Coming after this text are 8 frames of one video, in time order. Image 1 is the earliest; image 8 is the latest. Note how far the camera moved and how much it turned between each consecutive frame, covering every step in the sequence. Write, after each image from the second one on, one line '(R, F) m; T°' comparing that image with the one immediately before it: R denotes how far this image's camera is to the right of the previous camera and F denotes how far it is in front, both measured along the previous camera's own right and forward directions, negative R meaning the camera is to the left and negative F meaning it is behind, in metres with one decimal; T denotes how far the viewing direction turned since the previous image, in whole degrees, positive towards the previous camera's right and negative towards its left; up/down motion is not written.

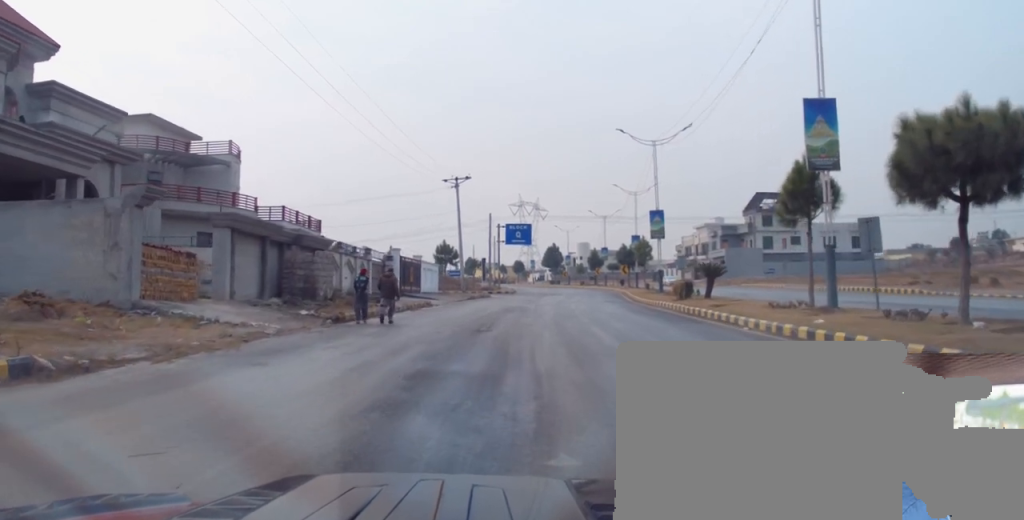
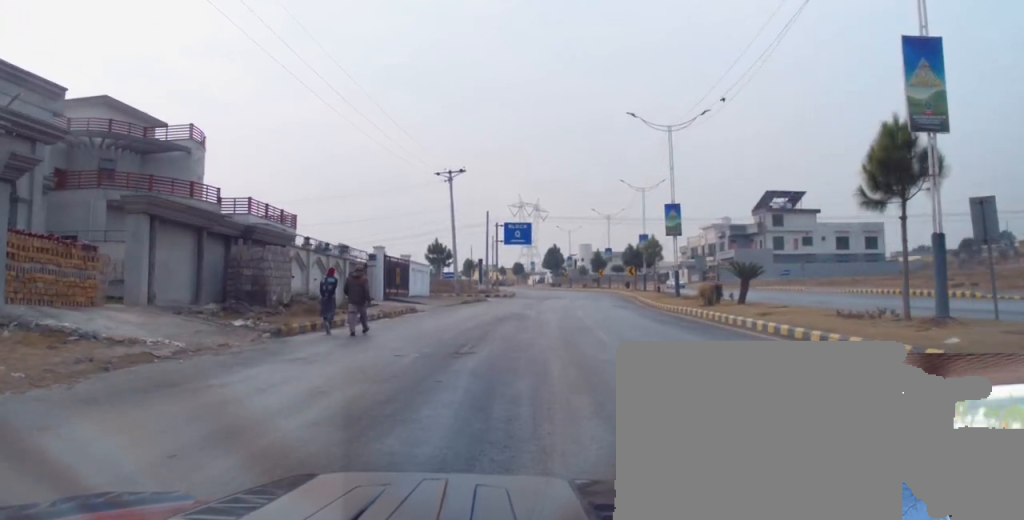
(0.0, +5.2) m; +2°
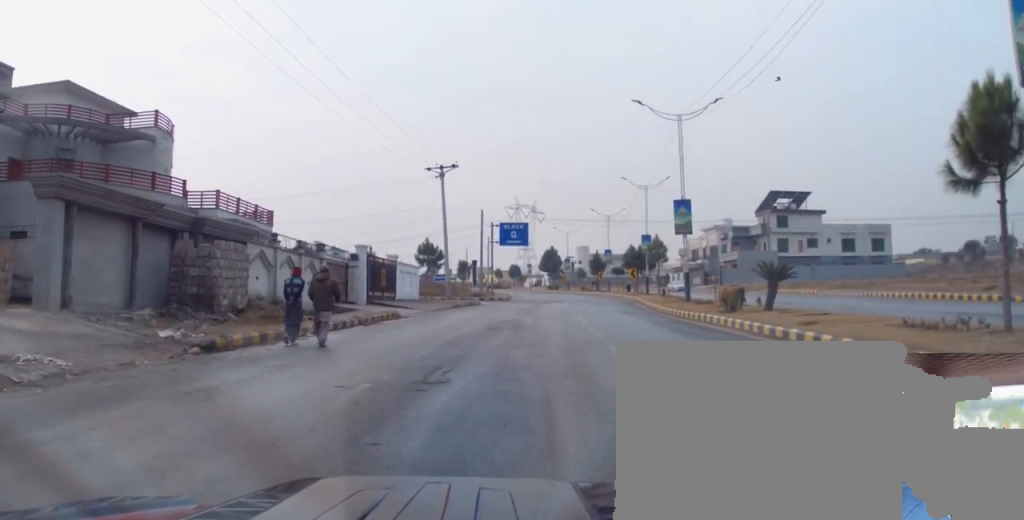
(+0.3, +3.6) m; 0°
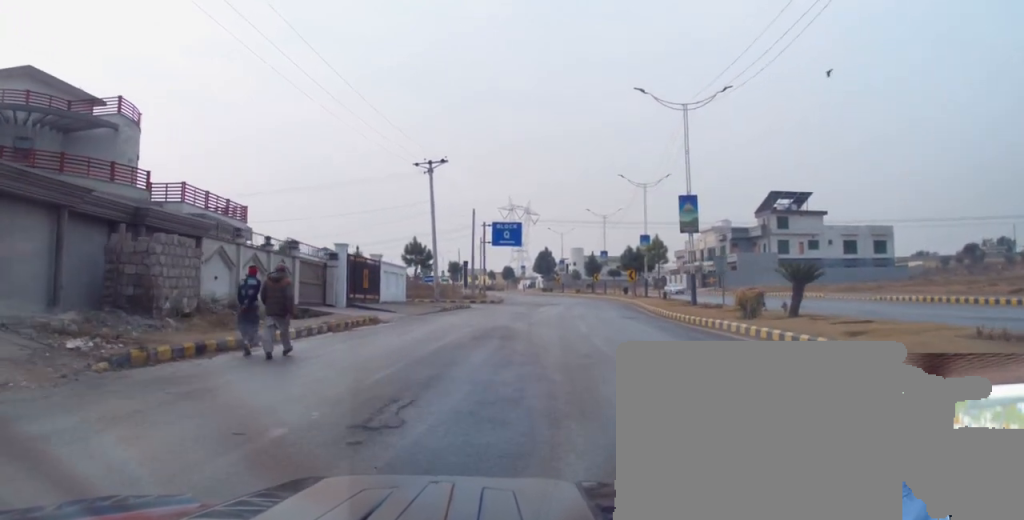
(0.0, +2.9) m; 0°
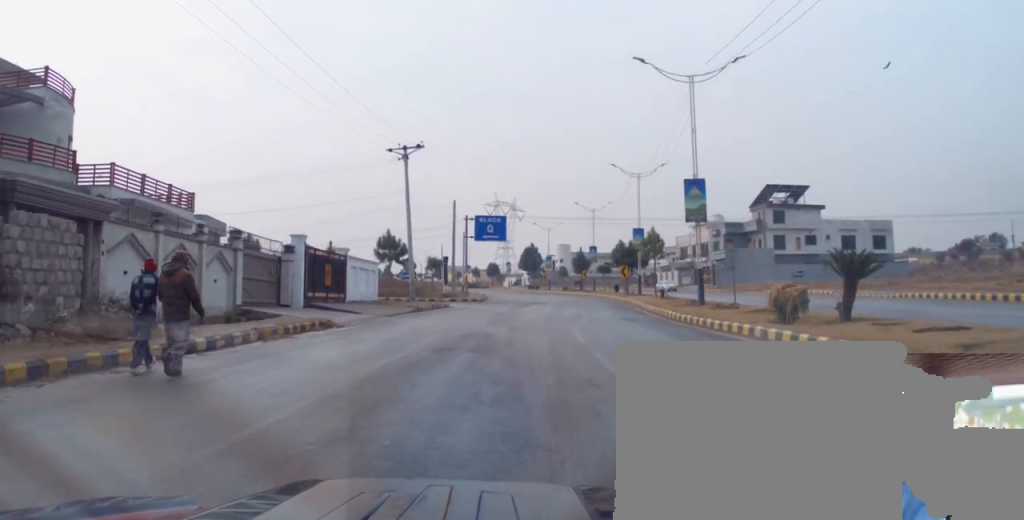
(-0.4, +4.6) m; 0°
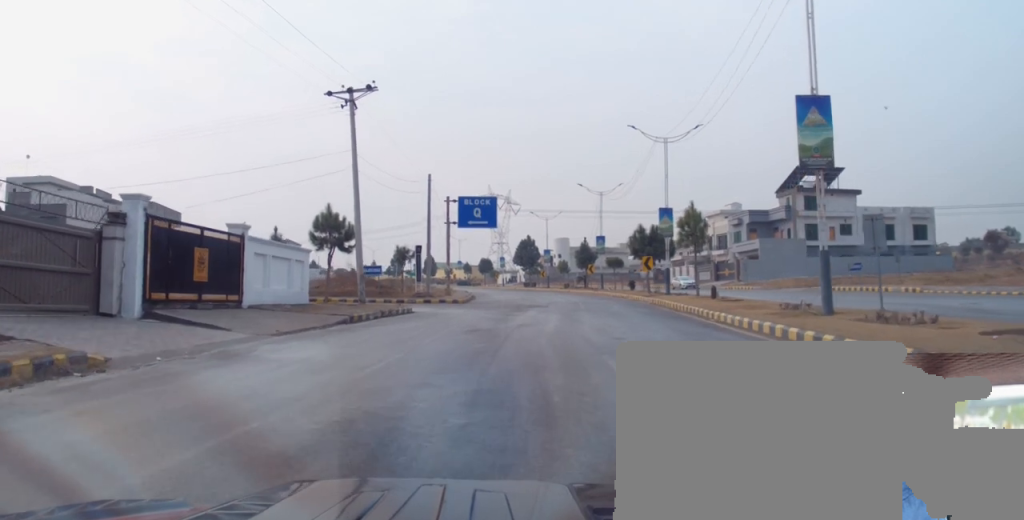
(+0.1, +13.8) m; 0°
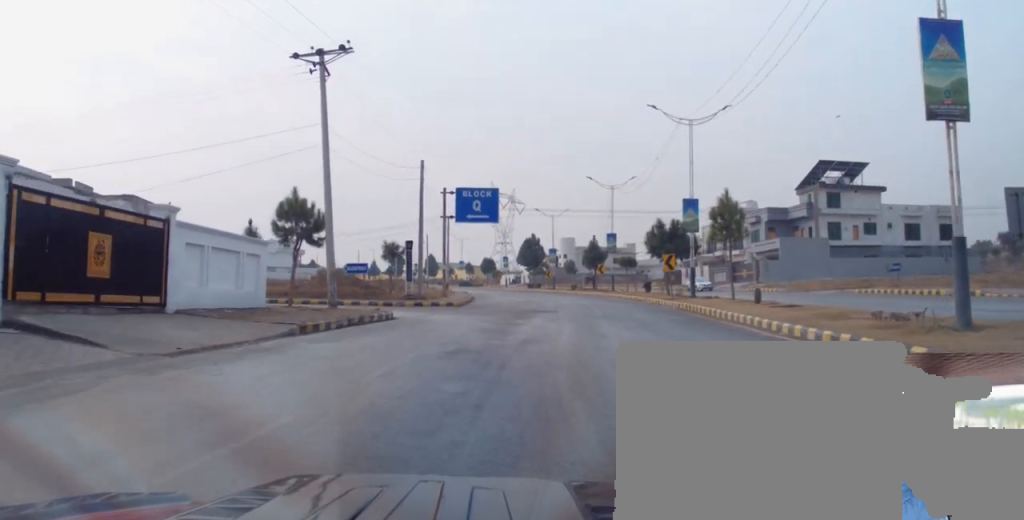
(+0.4, +5.6) m; +1°
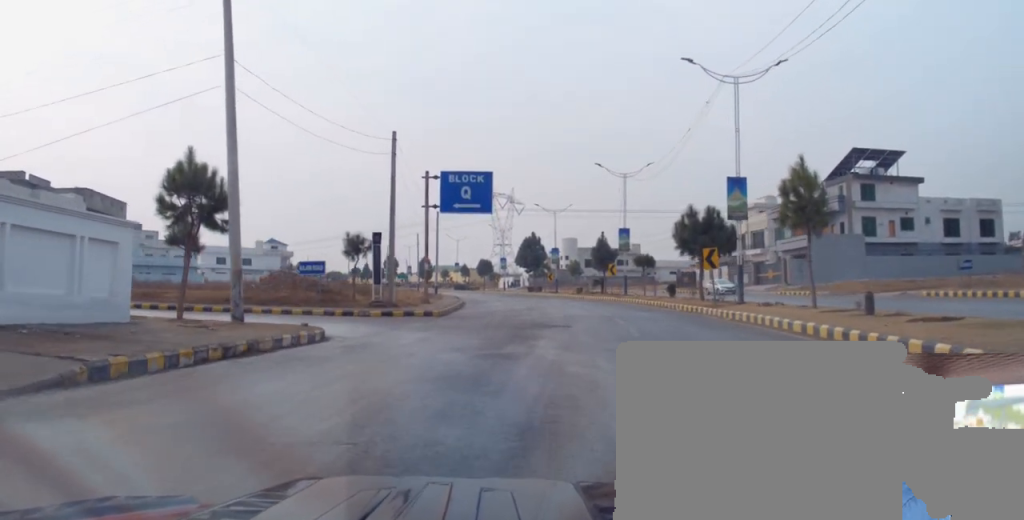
(-0.2, +9.4) m; +2°
